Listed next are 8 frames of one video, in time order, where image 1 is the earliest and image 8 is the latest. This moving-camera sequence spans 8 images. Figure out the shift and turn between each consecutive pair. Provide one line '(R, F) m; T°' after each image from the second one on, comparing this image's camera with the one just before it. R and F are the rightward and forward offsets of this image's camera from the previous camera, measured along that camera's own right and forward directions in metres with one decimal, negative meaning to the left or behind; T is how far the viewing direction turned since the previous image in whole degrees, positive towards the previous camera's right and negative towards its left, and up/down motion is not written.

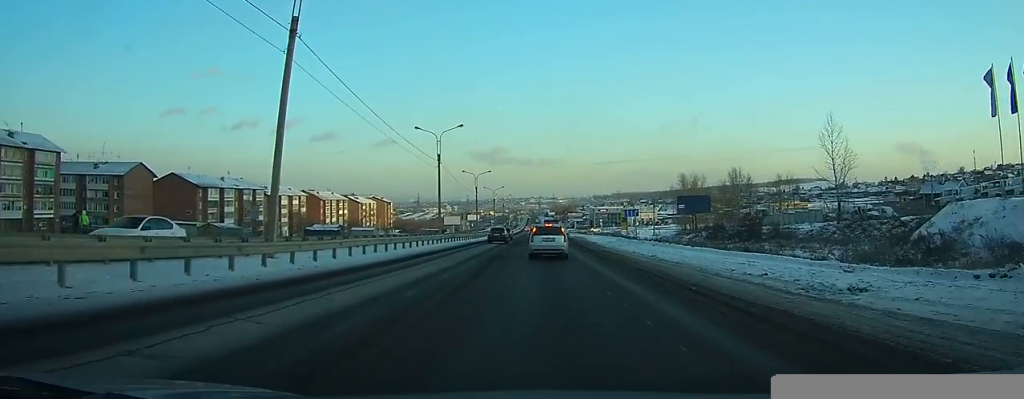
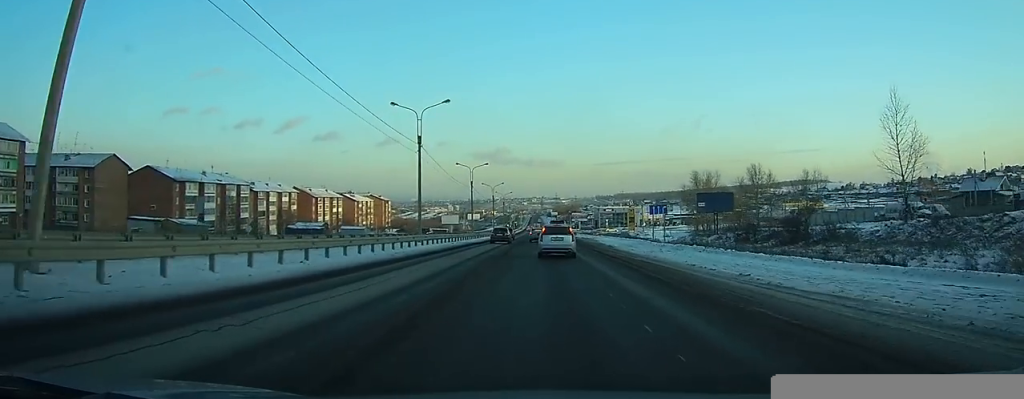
(0.0, +10.9) m; 0°
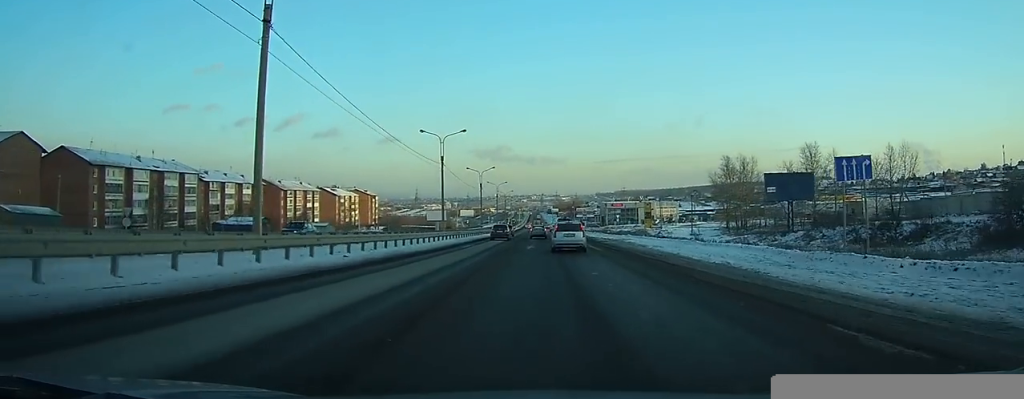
(+0.1, +27.1) m; 0°
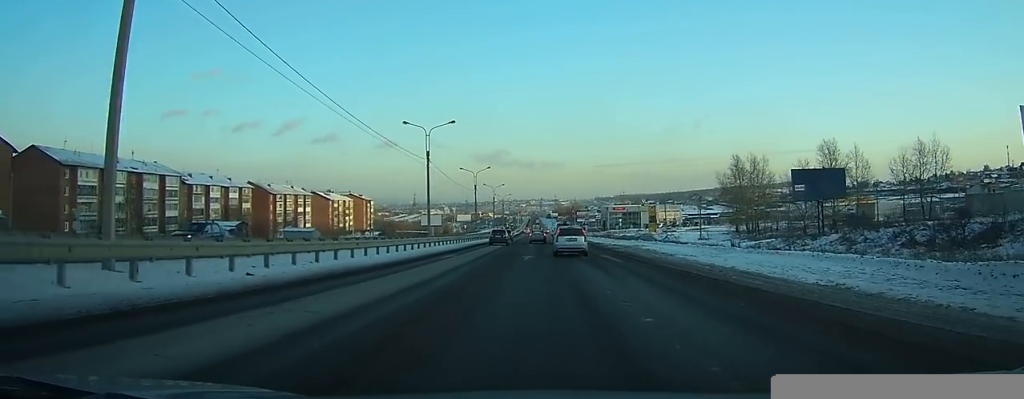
(0.0, +7.3) m; 0°
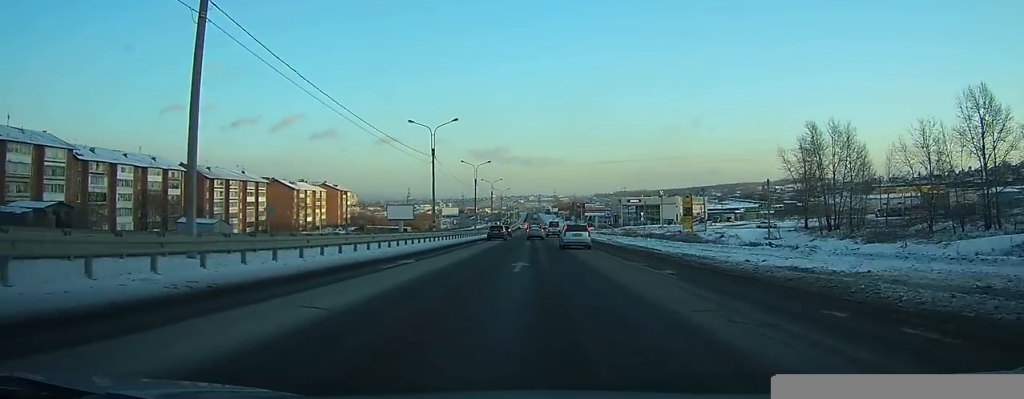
(-0.3, +37.1) m; 0°
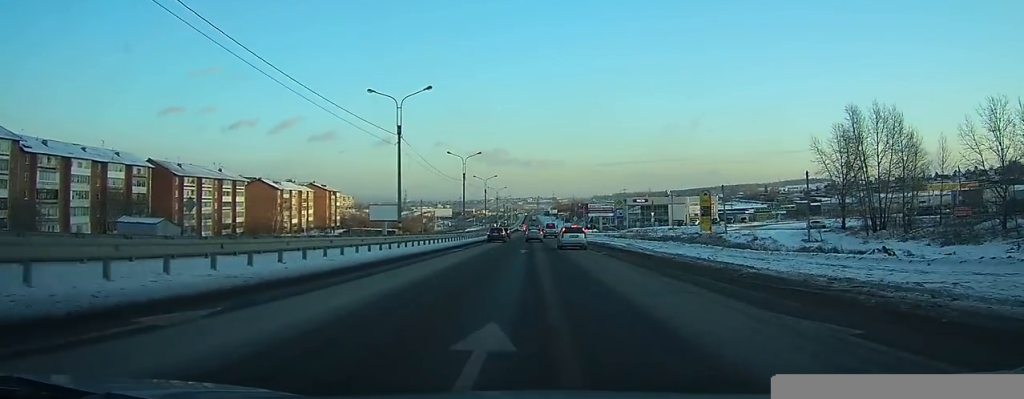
(0.0, +13.9) m; 0°
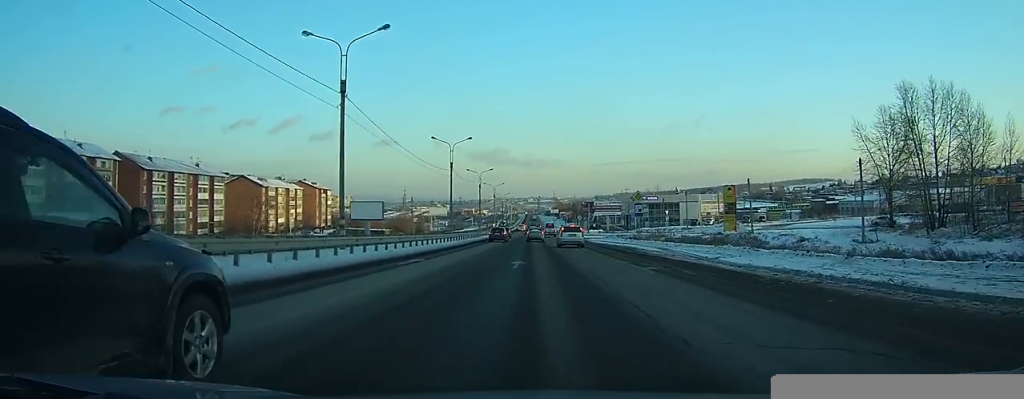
(0.0, +13.2) m; 0°
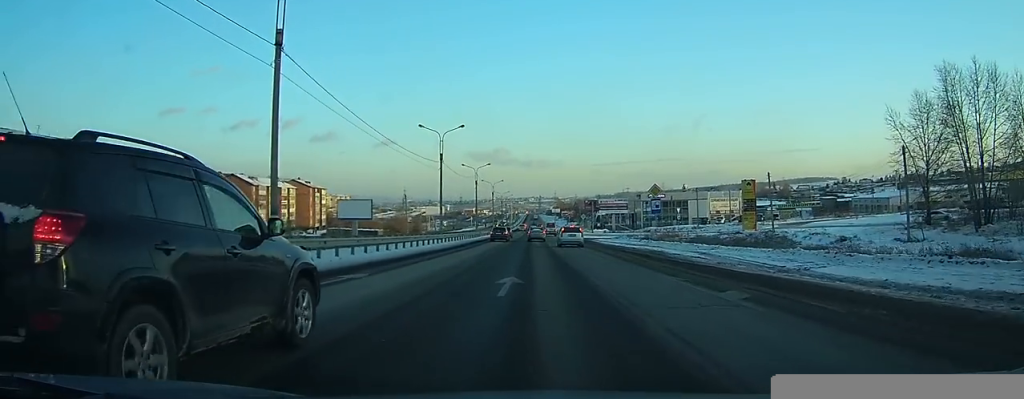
(0.0, +8.2) m; 0°
